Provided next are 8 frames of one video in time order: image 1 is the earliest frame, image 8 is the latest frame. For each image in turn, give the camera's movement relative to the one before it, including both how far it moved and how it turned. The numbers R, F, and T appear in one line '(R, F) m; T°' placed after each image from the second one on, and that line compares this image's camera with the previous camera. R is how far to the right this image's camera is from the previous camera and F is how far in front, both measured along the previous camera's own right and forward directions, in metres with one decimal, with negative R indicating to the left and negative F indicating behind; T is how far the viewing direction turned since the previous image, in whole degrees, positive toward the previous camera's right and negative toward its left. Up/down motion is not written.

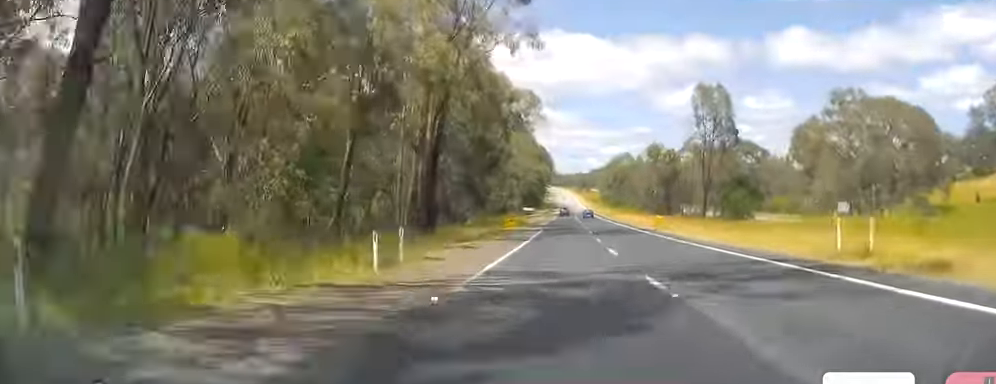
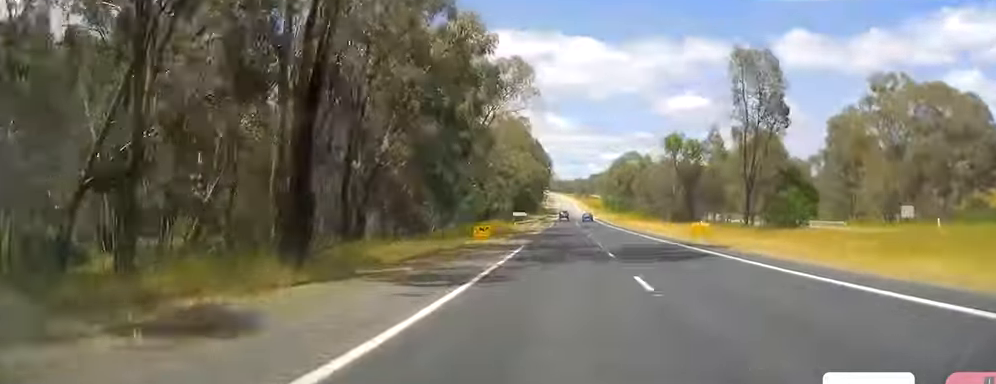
(0.0, +22.2) m; -1°
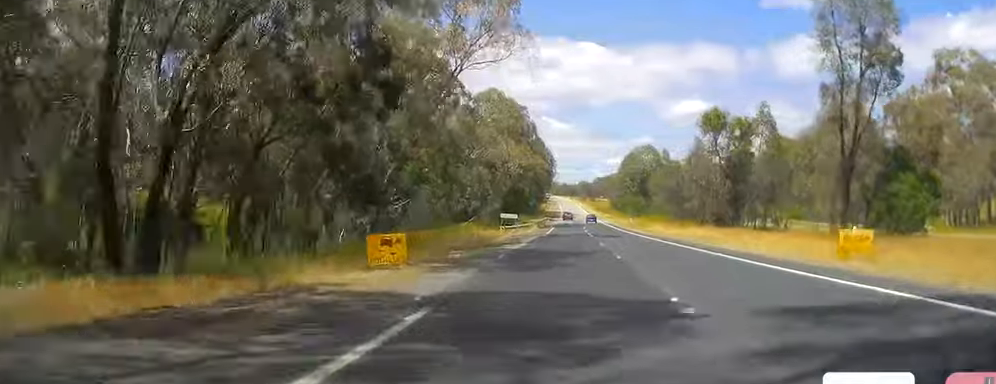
(-0.3, +25.0) m; -1°
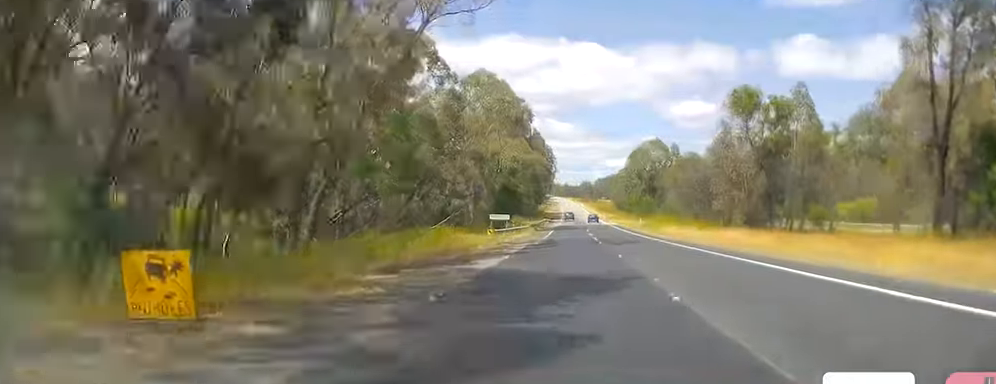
(0.0, +12.5) m; +1°
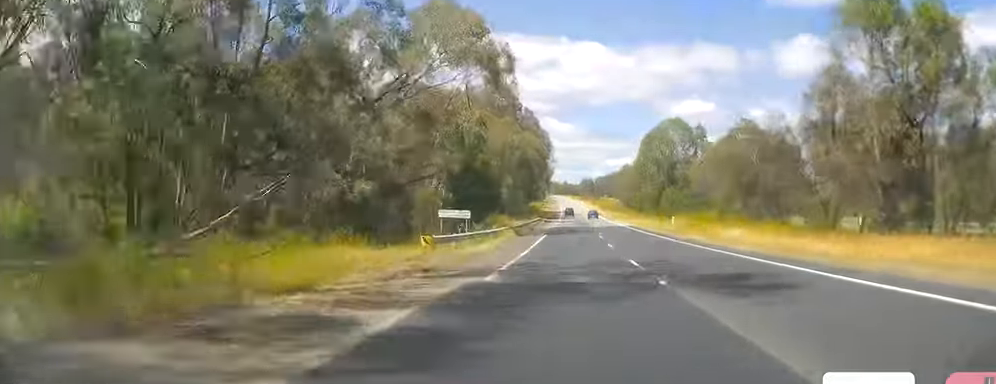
(+0.3, +26.8) m; +1°
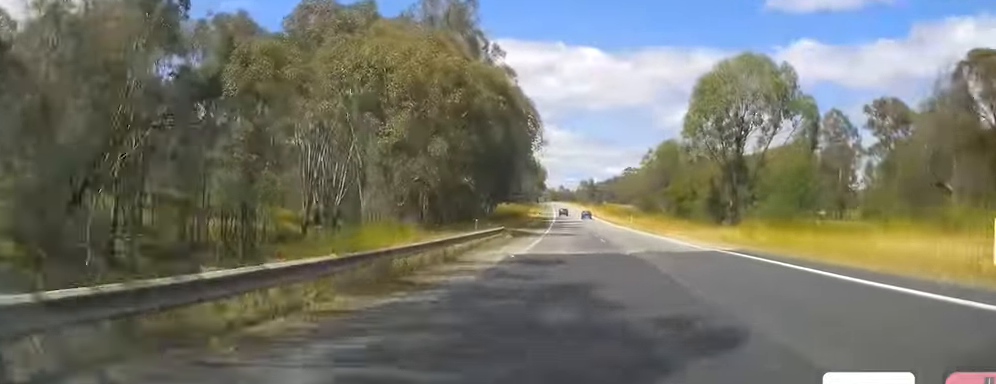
(0.0, +47.6) m; 0°
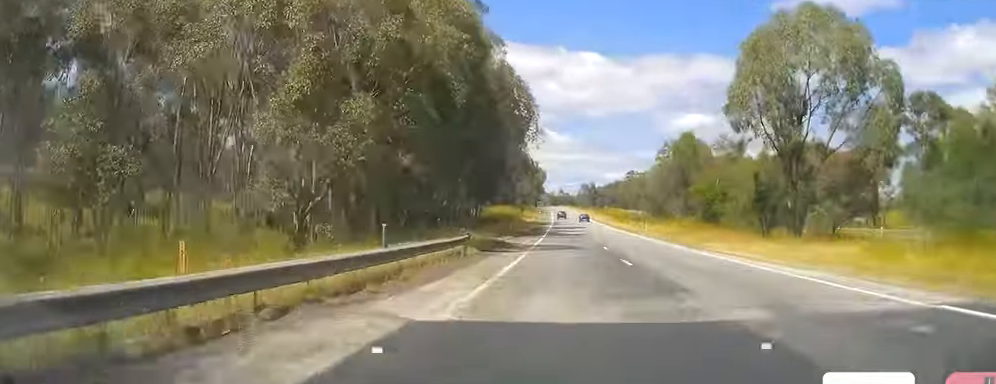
(+0.1, +17.1) m; 0°
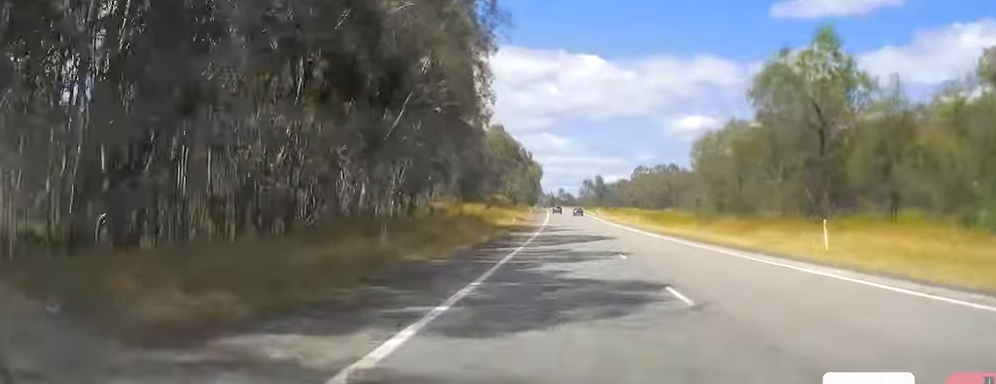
(+0.3, +48.3) m; +1°
